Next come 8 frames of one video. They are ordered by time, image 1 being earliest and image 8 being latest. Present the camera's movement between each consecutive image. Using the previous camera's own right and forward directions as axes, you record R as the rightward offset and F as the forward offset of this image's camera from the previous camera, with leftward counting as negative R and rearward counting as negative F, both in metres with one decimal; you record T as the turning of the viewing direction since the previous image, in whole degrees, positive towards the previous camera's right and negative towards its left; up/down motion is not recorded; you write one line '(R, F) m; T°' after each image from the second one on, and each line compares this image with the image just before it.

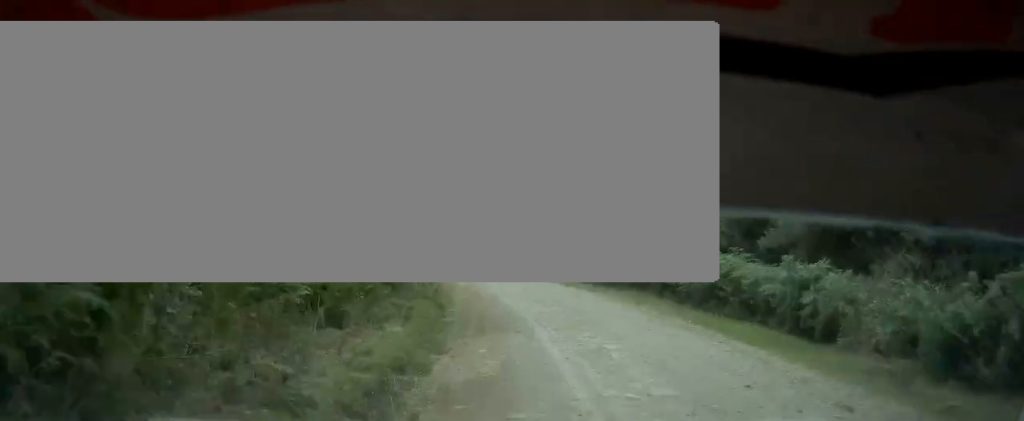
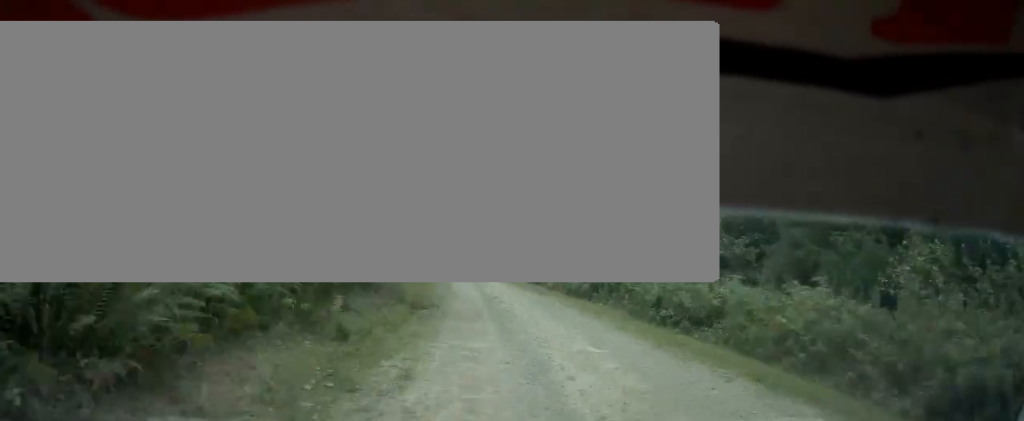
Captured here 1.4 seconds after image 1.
(-3.0, +44.2) m; -5°
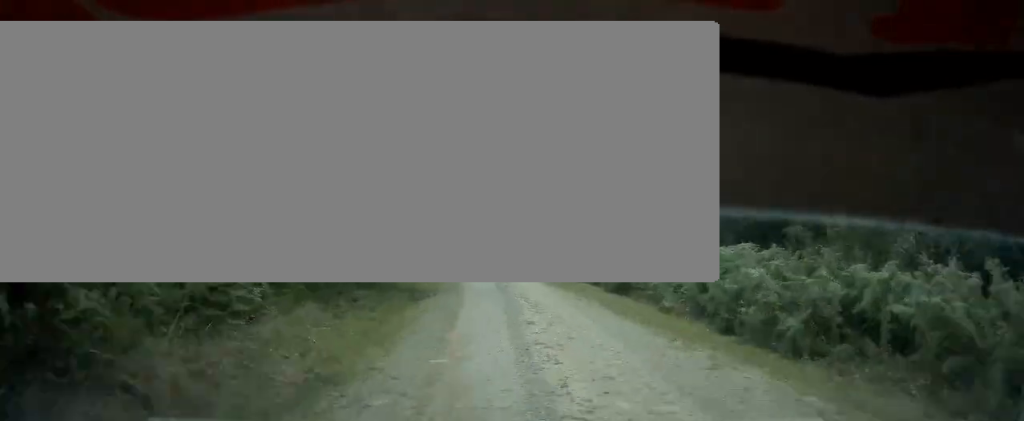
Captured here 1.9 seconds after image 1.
(0.0, +15.9) m; -1°
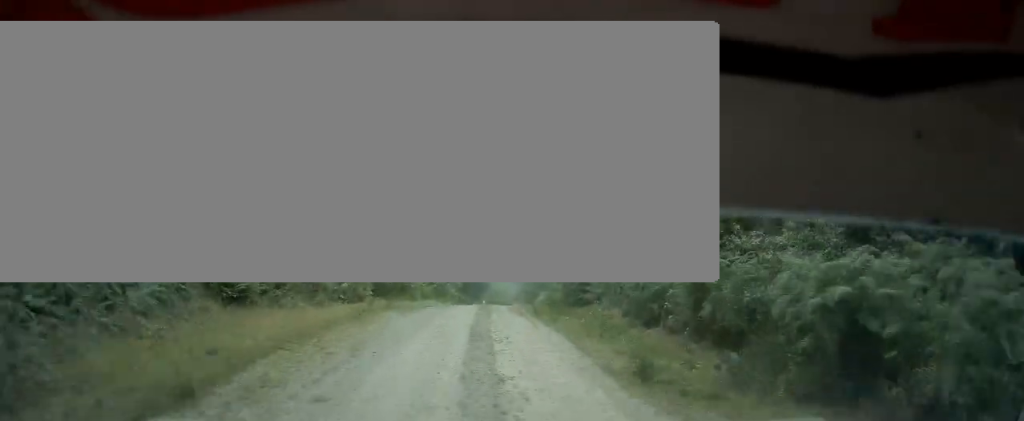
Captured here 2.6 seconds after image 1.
(-0.6, +20.4) m; +1°
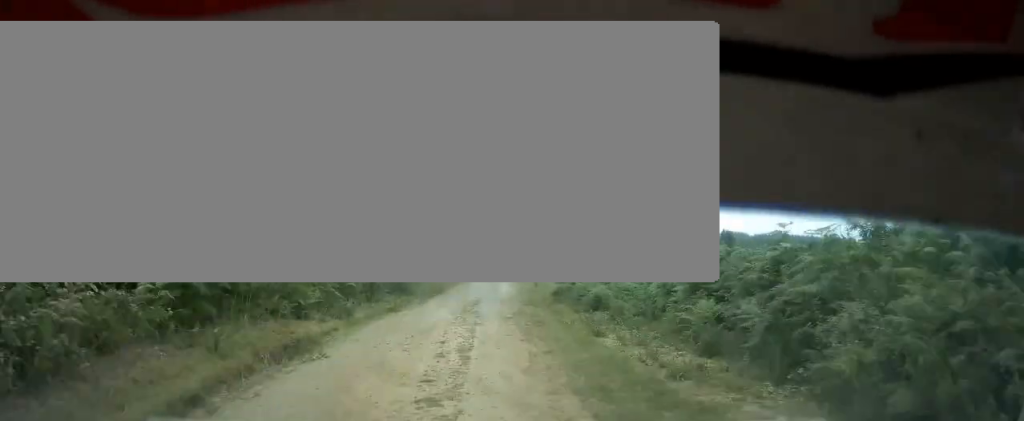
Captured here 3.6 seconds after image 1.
(+1.2, +34.2) m; +2°
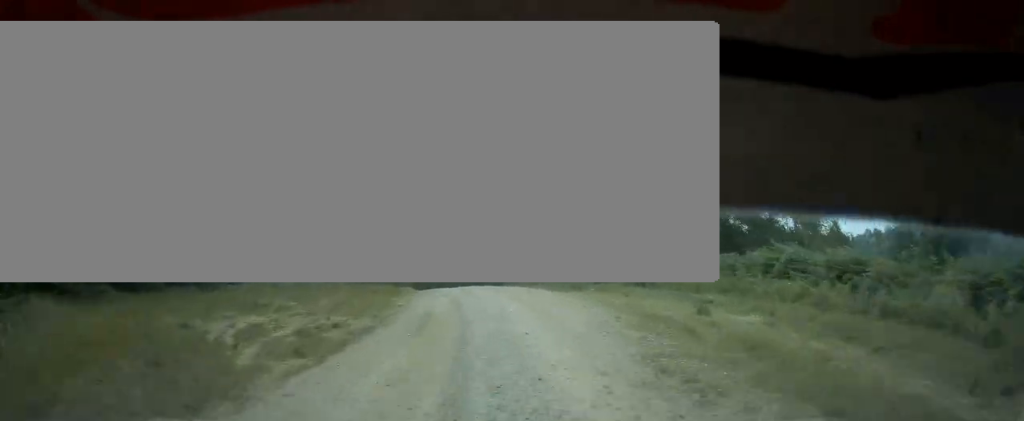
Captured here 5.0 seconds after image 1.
(-0.3, +43.5) m; -1°
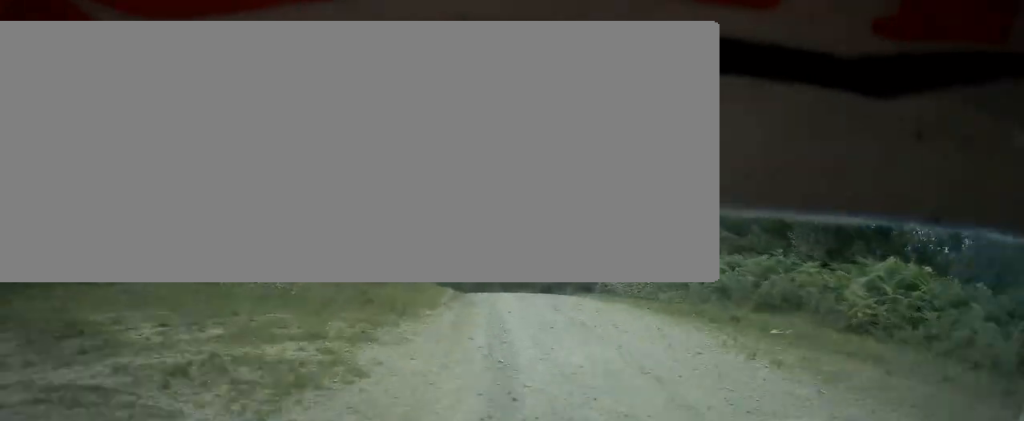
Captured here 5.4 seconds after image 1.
(+0.1, +13.5) m; -1°
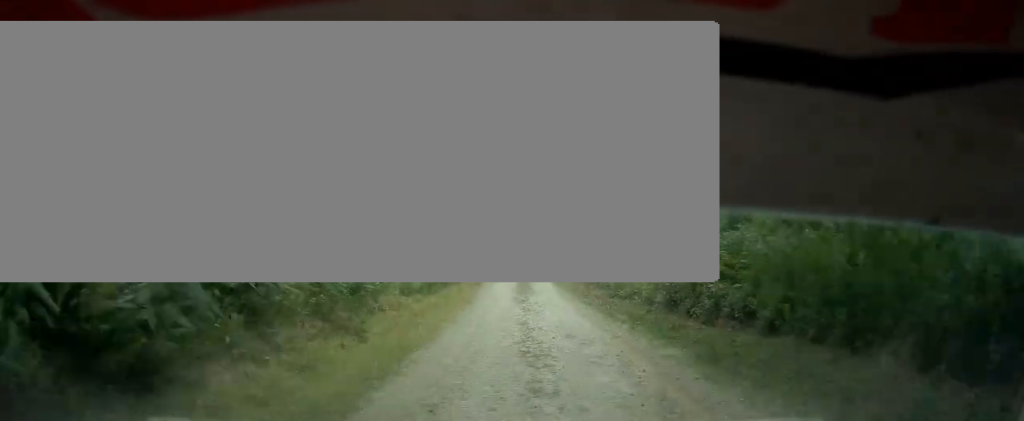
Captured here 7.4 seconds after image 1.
(-3.4, +58.0) m; -6°
